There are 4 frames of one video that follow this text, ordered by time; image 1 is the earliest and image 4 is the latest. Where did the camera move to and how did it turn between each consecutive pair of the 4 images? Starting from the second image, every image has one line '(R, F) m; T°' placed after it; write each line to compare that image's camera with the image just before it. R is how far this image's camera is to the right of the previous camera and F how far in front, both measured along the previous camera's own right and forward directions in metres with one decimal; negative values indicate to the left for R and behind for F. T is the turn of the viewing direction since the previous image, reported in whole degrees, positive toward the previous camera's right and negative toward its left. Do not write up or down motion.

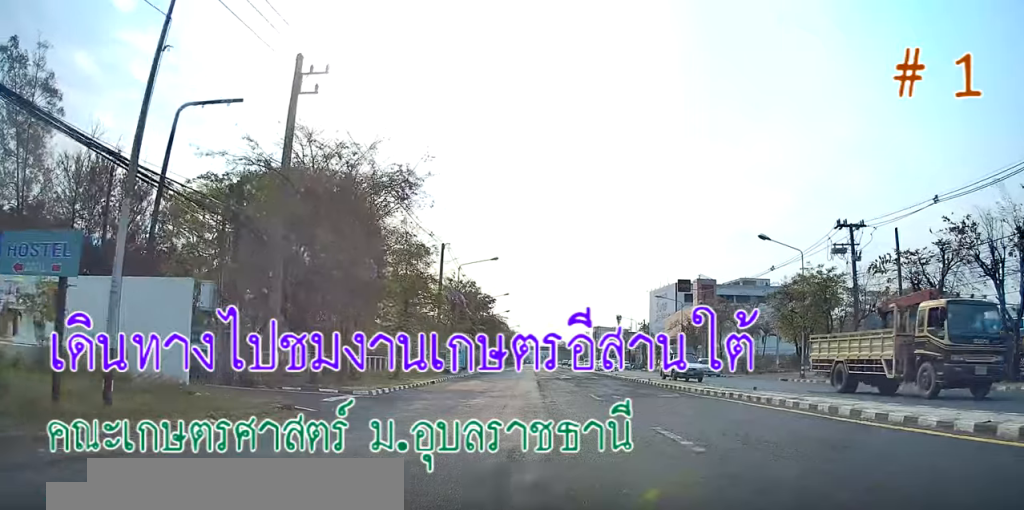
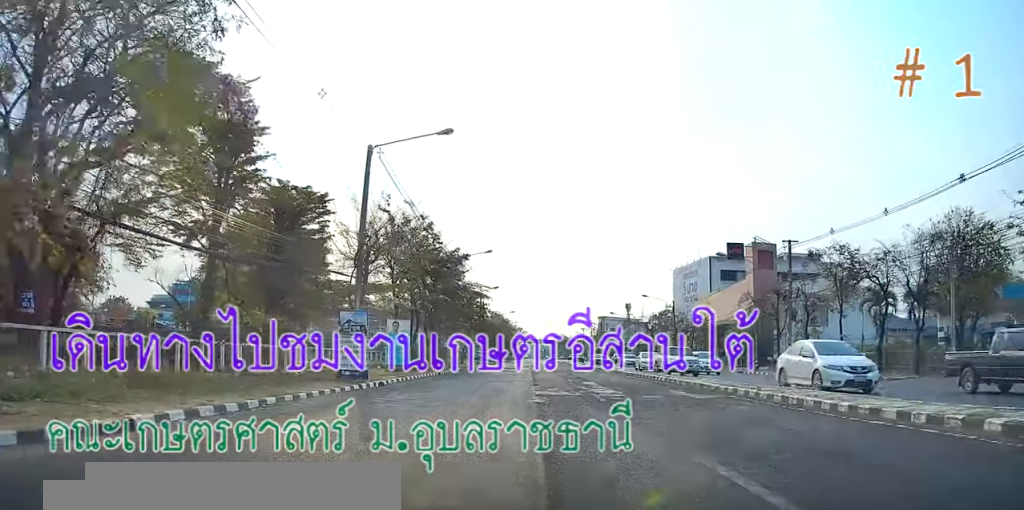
(-0.3, +29.2) m; +1°
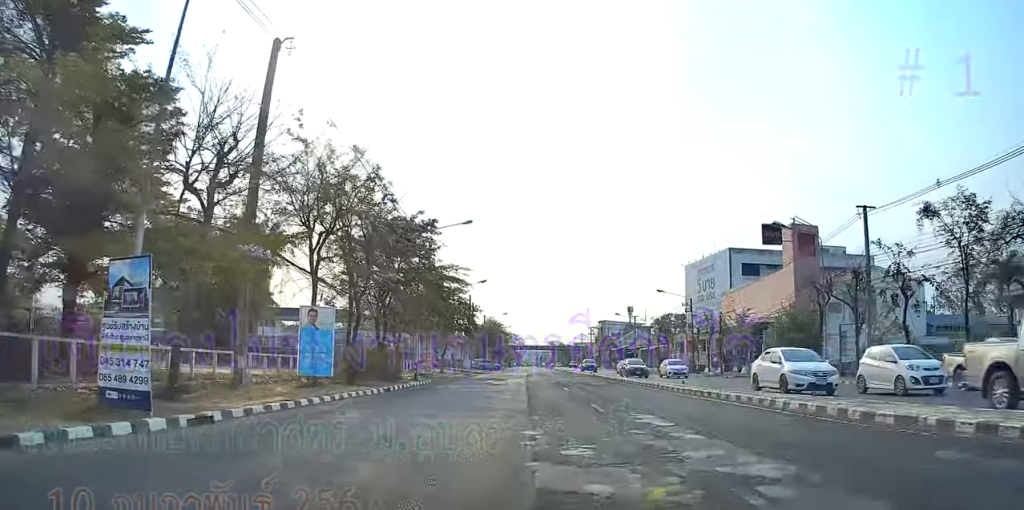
(+0.4, +14.1) m; +1°
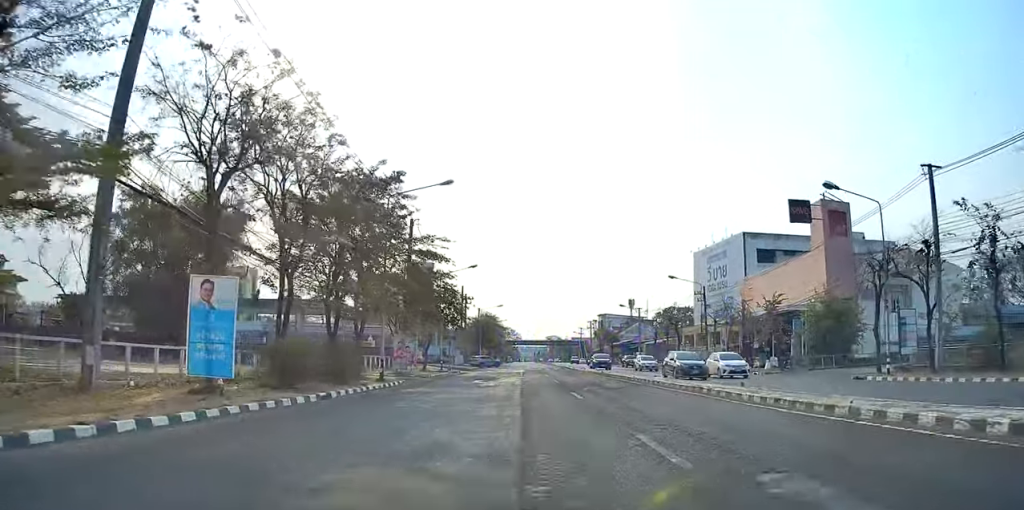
(0.0, +7.5) m; +1°
